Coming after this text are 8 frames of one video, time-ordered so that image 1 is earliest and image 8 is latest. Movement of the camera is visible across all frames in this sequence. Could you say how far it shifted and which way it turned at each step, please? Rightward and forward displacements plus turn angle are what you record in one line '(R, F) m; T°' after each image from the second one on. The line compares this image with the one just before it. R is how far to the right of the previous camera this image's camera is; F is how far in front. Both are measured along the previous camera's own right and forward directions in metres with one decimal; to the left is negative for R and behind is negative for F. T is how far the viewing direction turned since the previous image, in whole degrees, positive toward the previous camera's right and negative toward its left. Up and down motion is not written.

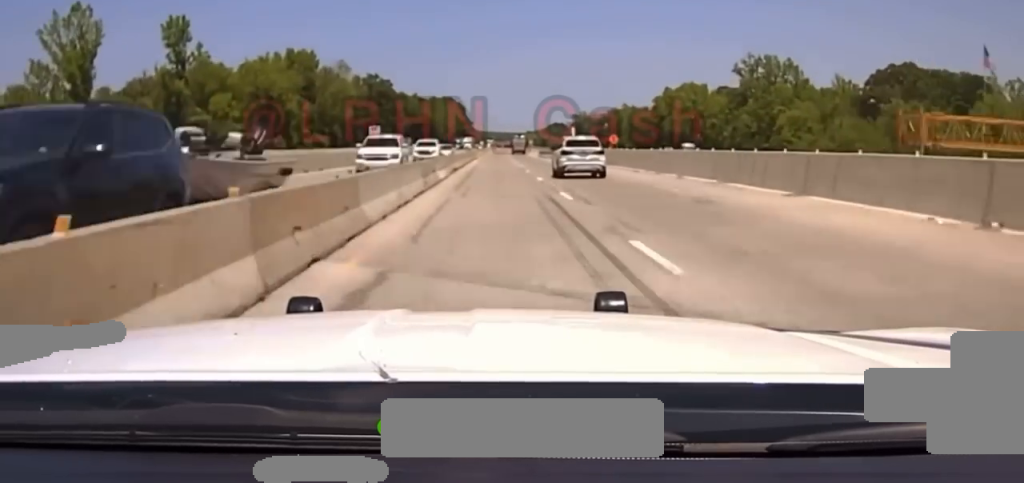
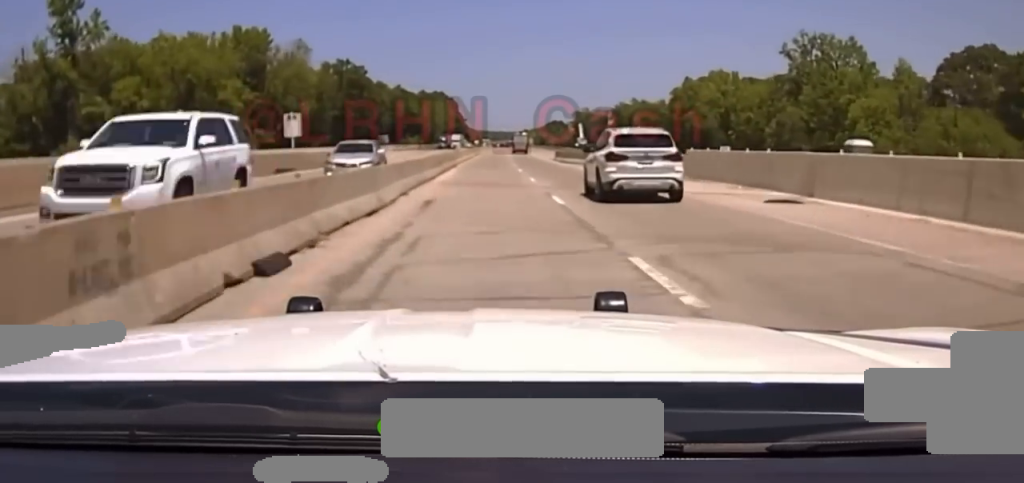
(+0.1, +35.7) m; 0°
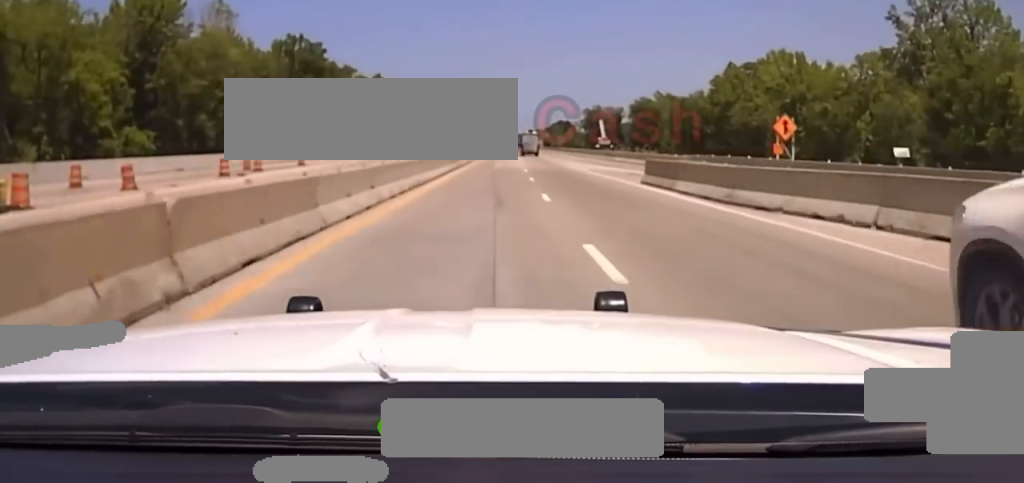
(0.0, +46.8) m; 0°
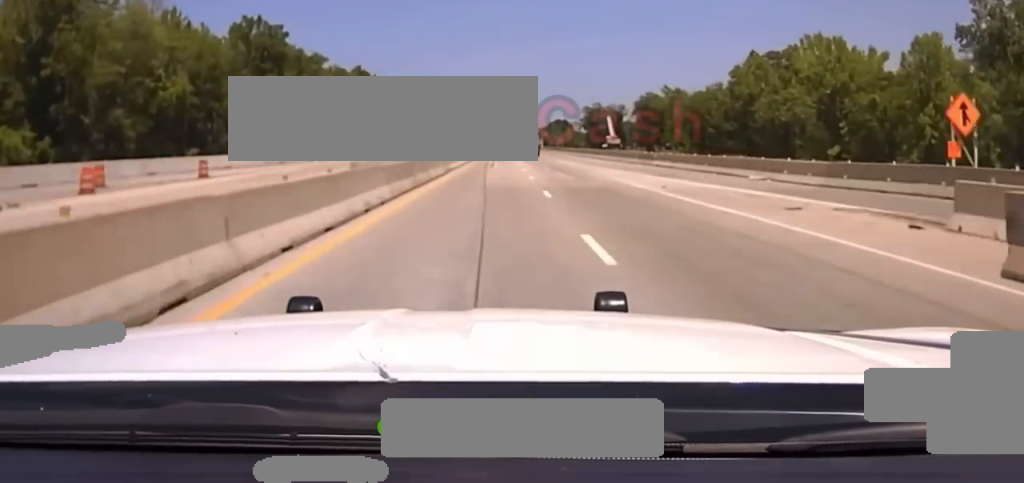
(0.0, +23.5) m; 0°
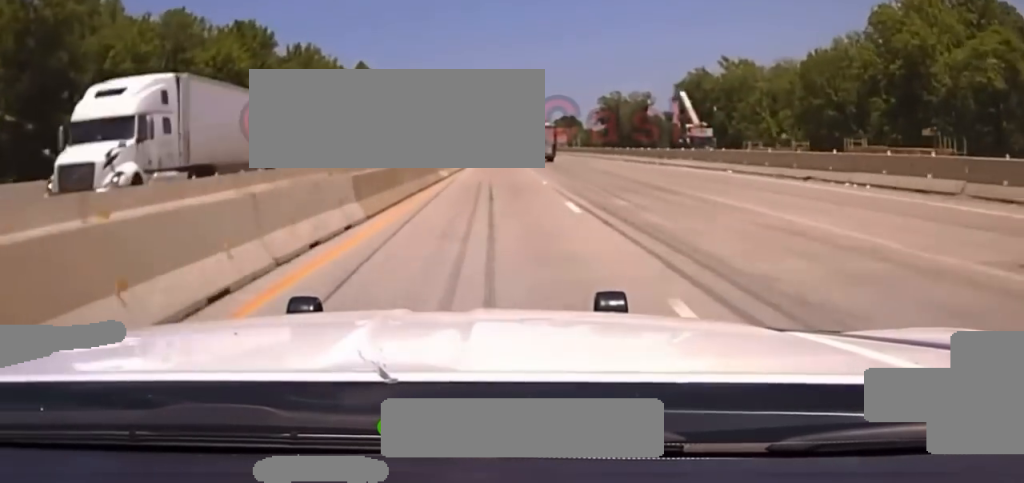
(+0.5, +86.5) m; 0°
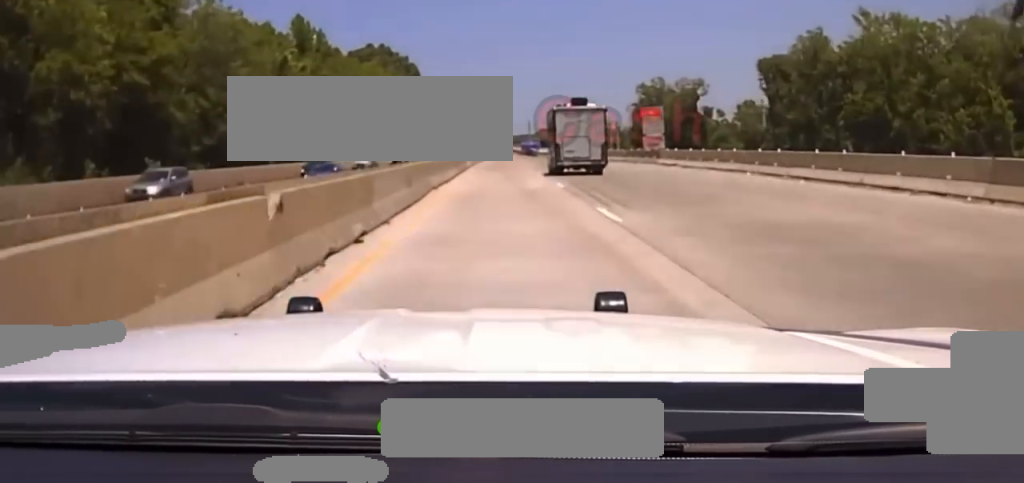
(0.0, +78.1) m; -1°
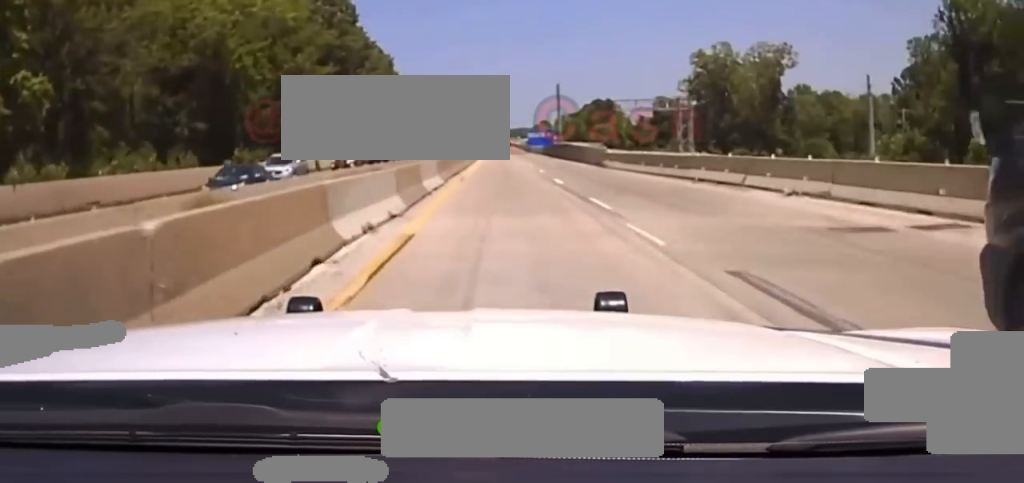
(-0.9, +77.8) m; -1°
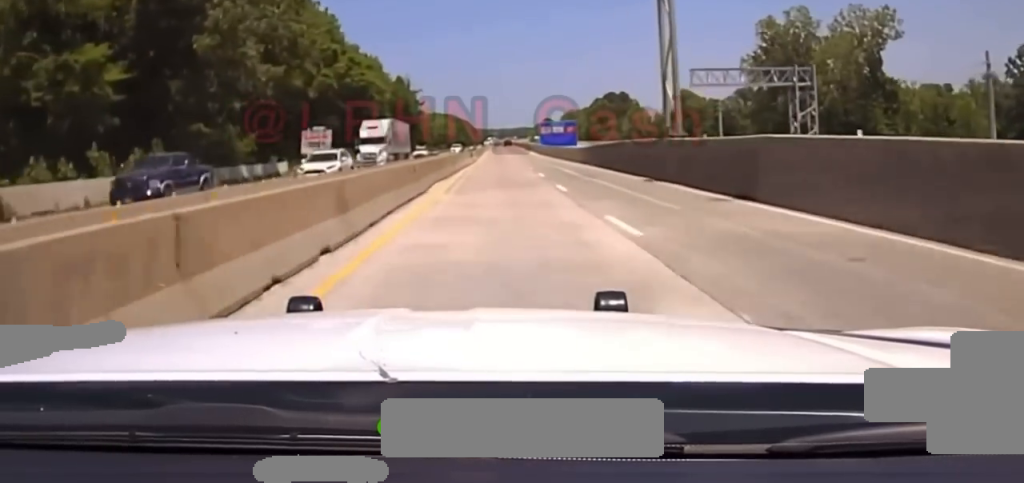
(+0.1, +47.6) m; 0°
